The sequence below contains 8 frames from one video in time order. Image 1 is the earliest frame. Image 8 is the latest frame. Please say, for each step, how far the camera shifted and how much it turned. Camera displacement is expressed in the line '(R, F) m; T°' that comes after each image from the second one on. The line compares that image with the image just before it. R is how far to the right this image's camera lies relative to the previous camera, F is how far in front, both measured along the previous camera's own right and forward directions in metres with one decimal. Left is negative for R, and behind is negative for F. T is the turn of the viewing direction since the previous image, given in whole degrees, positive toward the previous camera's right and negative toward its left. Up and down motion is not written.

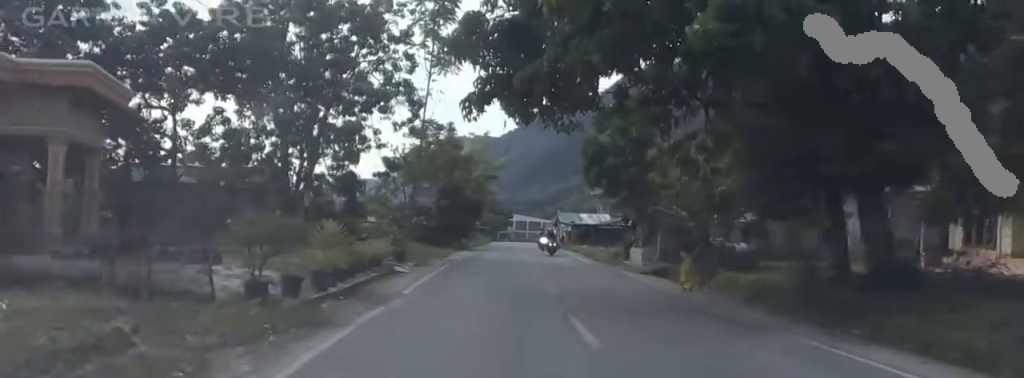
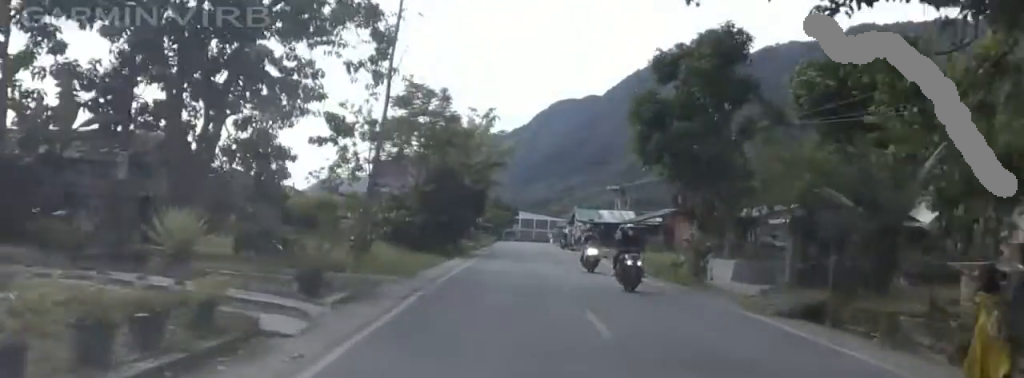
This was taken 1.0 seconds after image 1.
(+0.2, +15.0) m; 0°
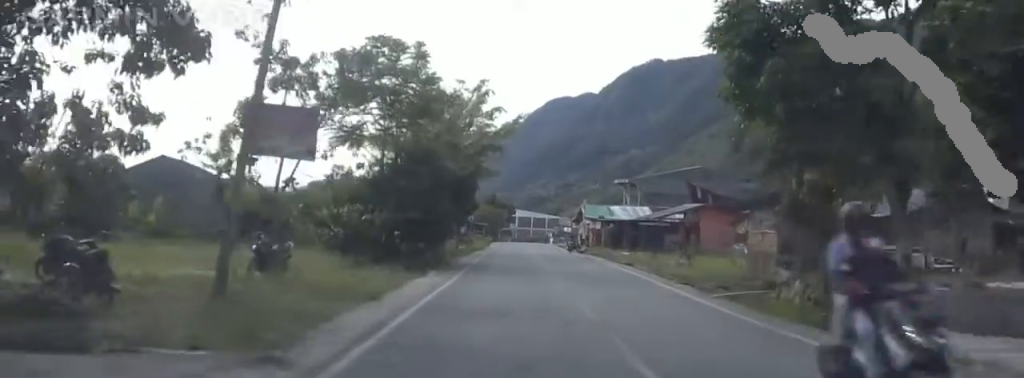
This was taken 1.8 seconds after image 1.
(-0.1, +12.5) m; -2°
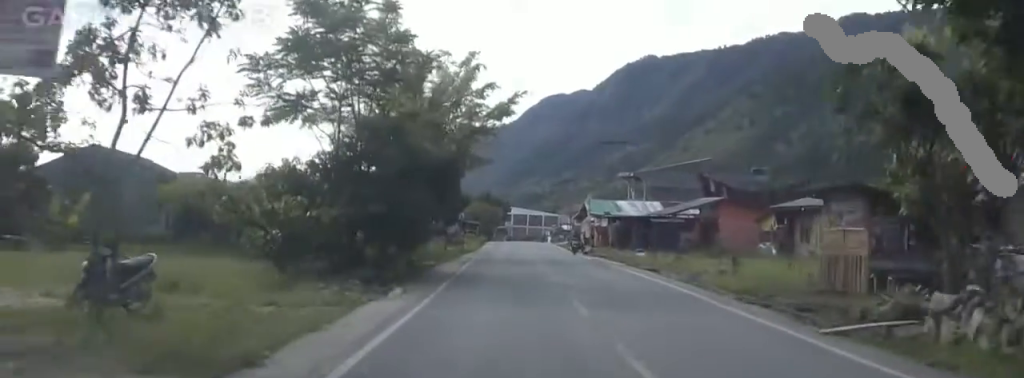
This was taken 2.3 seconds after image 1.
(-0.1, +8.1) m; -2°
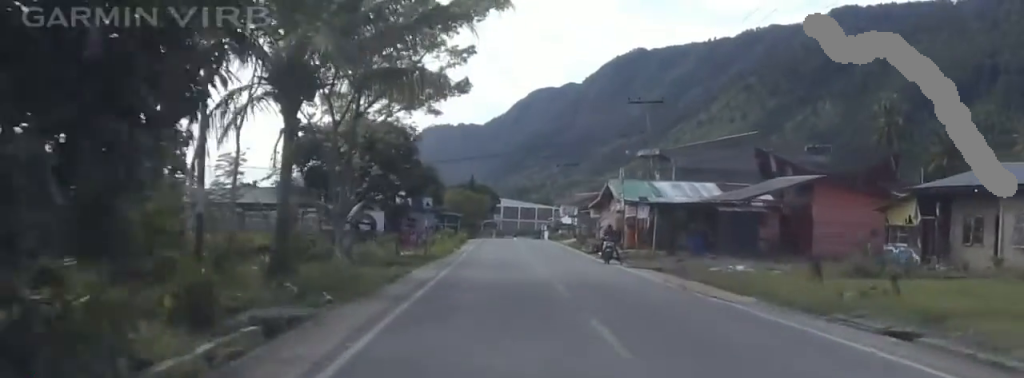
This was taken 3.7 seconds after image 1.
(+0.1, +22.3) m; +3°
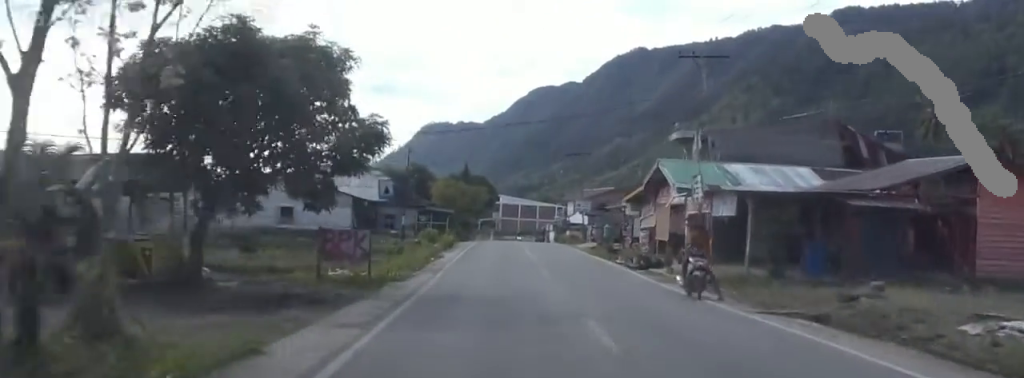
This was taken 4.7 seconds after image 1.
(+0.6, +15.8) m; +2°
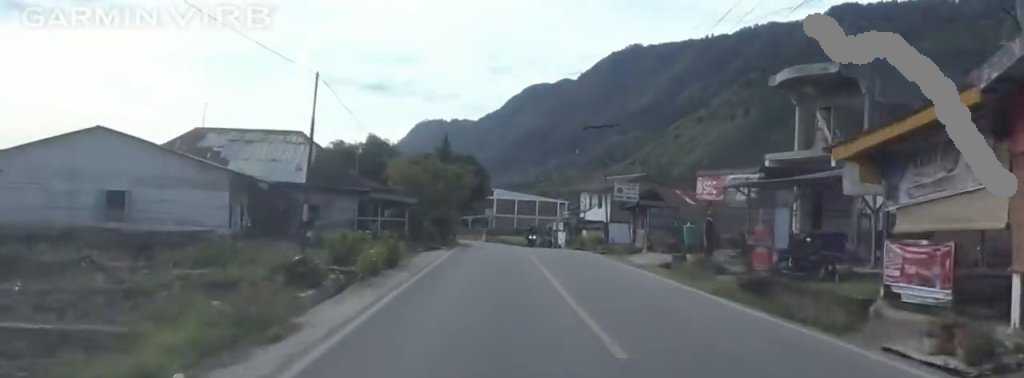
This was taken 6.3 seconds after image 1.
(+0.2, +25.1) m; +2°
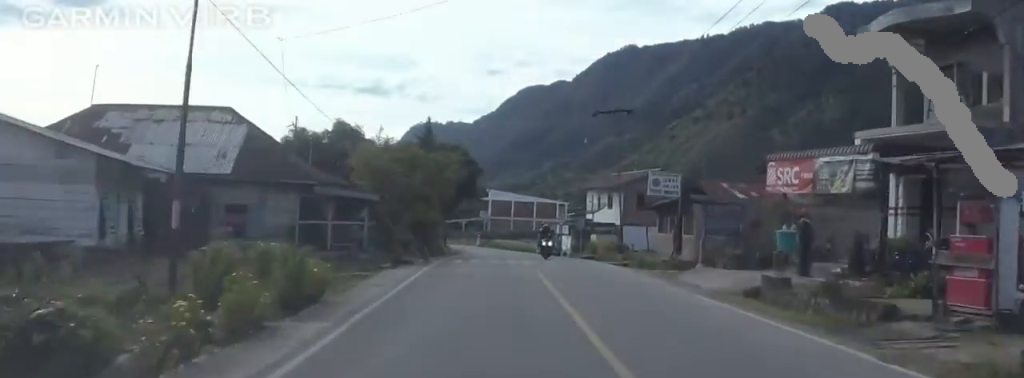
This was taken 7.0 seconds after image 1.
(0.0, +10.7) m; -1°
